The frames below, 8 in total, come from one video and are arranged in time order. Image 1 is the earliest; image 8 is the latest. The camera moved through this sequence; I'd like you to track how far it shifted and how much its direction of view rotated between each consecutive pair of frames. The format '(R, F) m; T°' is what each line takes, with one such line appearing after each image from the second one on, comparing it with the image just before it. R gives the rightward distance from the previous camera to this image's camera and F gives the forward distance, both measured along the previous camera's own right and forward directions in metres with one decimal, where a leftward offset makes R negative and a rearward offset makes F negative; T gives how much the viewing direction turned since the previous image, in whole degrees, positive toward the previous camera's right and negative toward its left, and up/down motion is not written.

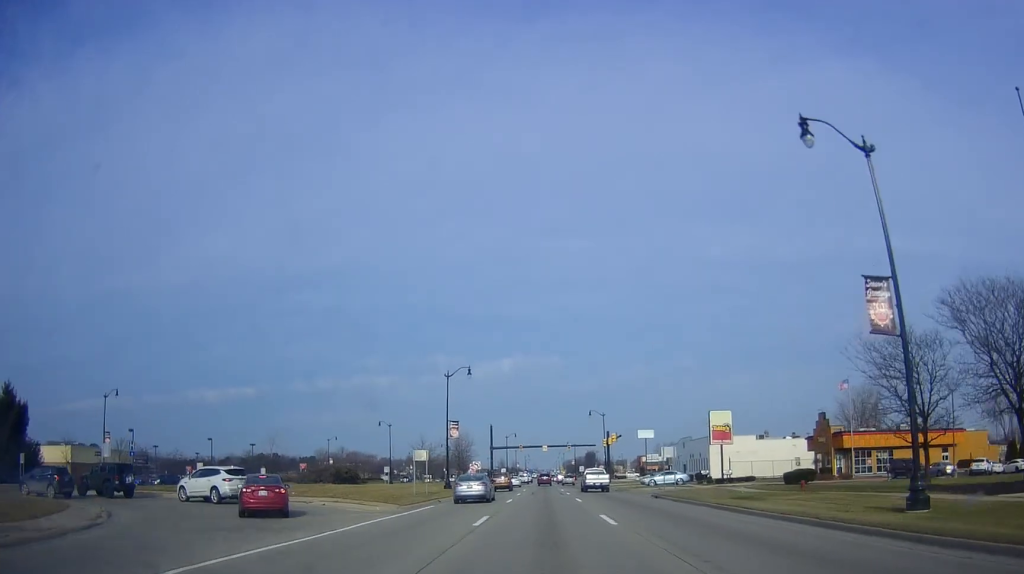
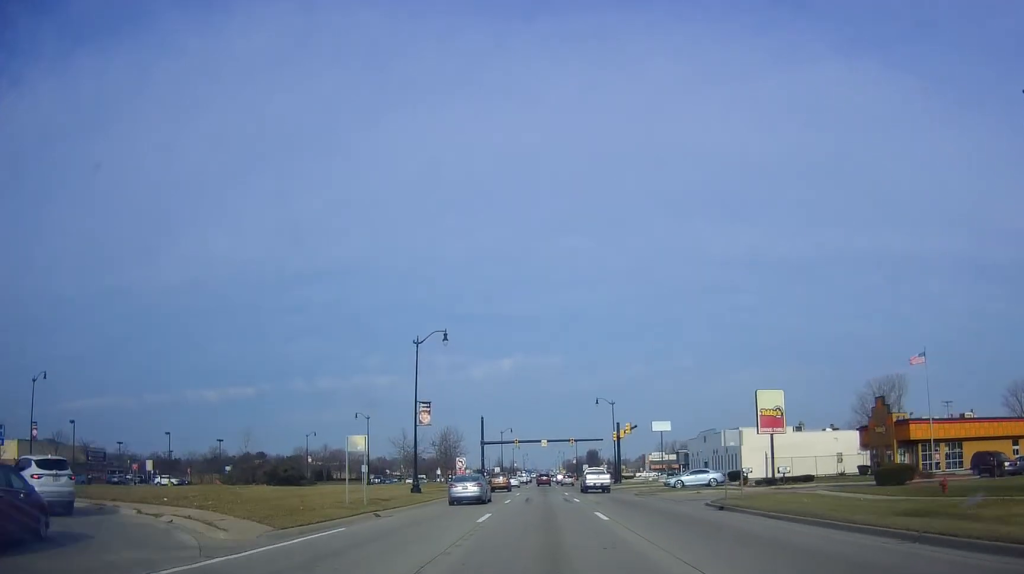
(+0.1, +14.0) m; 0°
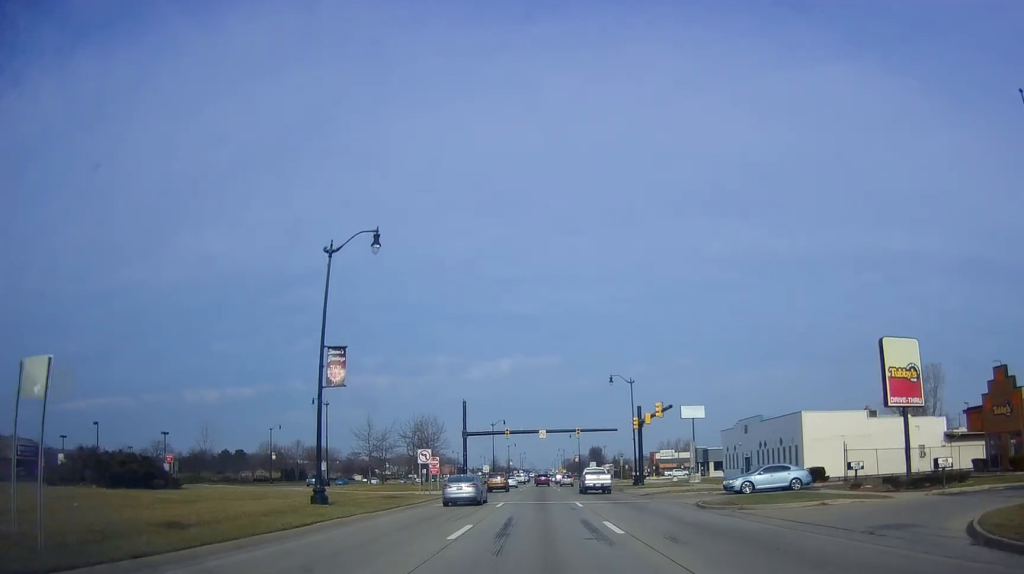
(+0.2, +18.9) m; 0°
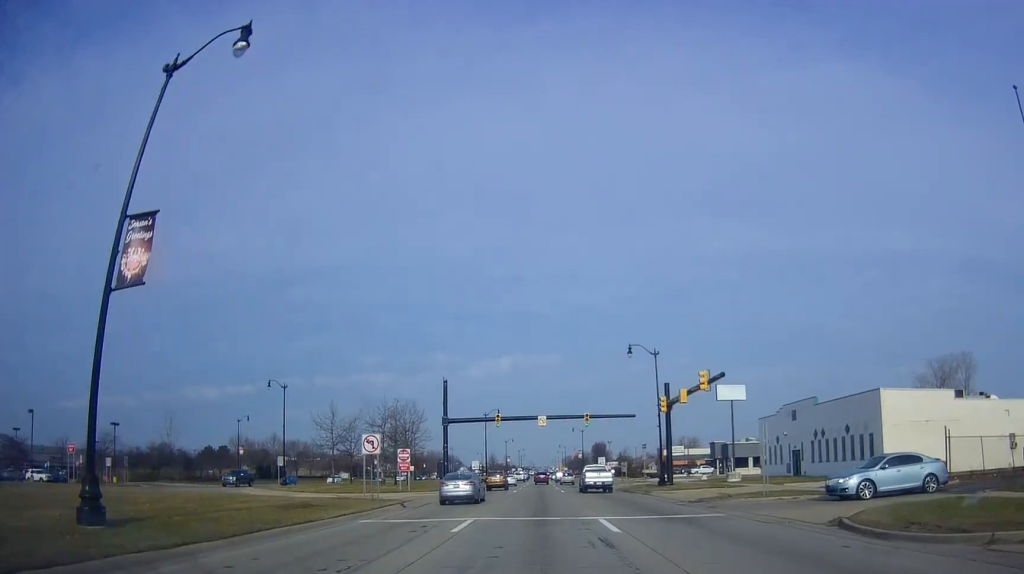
(+0.2, +13.9) m; -2°
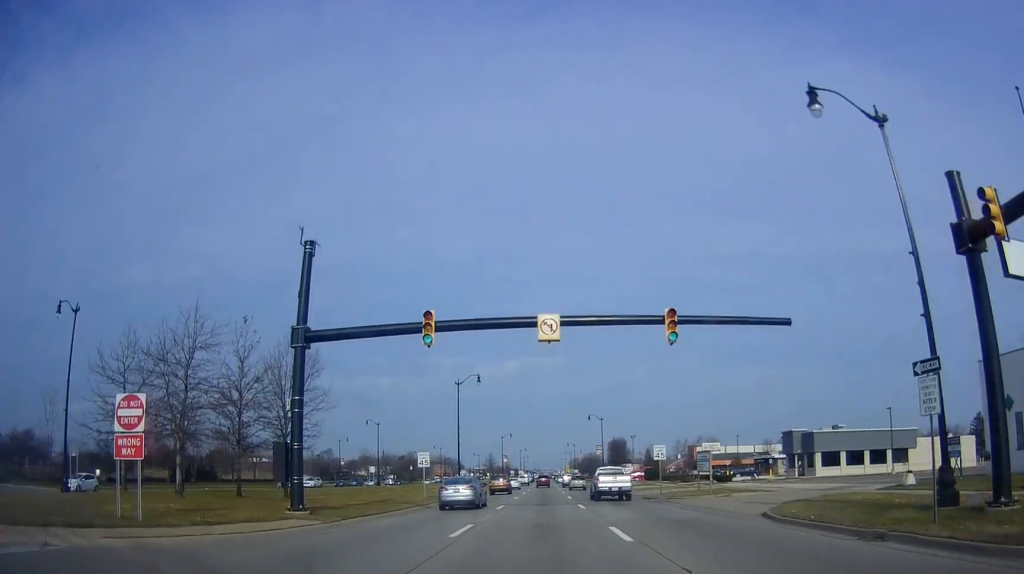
(-0.2, +35.4) m; +2°
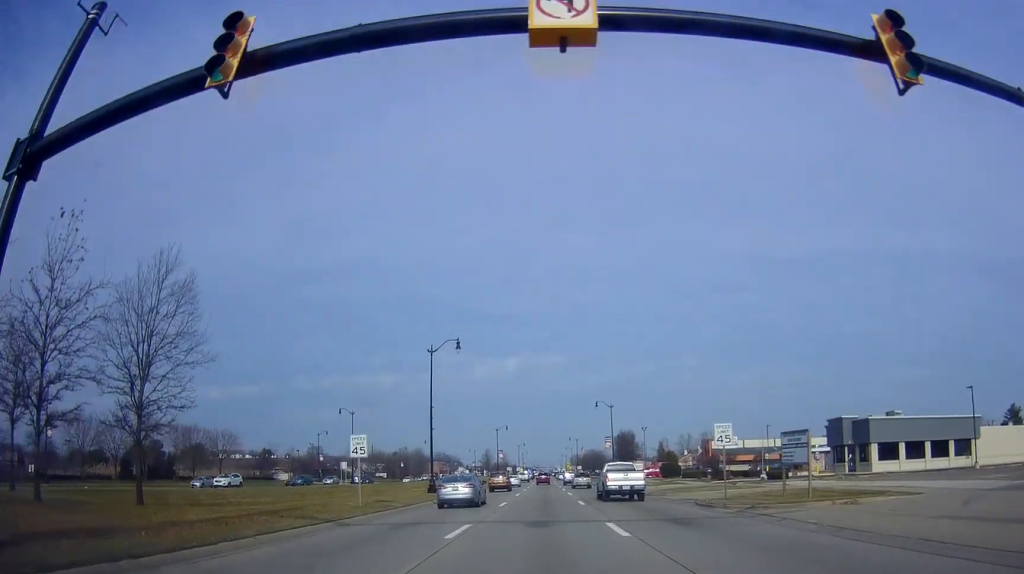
(+0.2, +14.6) m; 0°
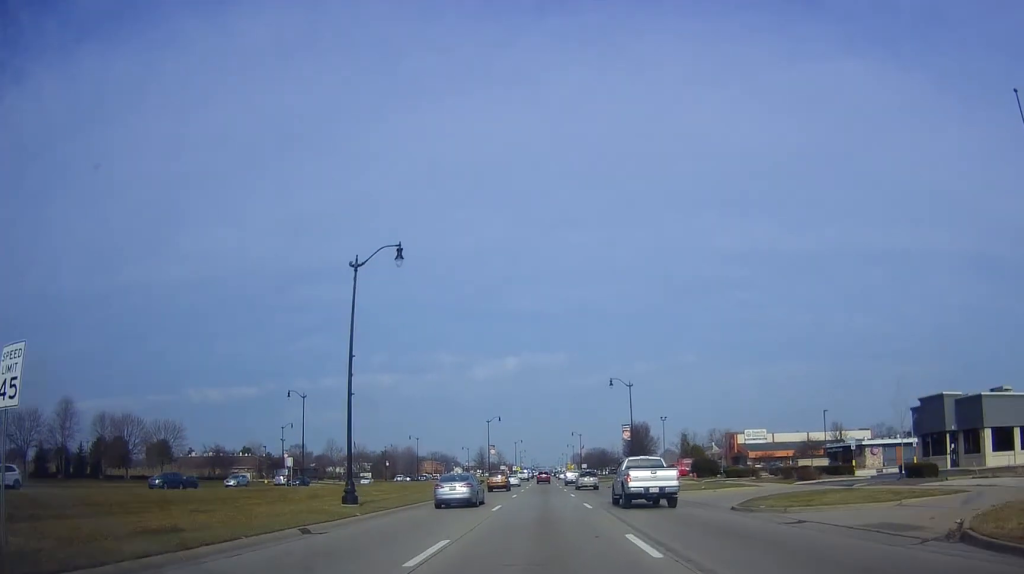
(-0.2, +19.5) m; -1°
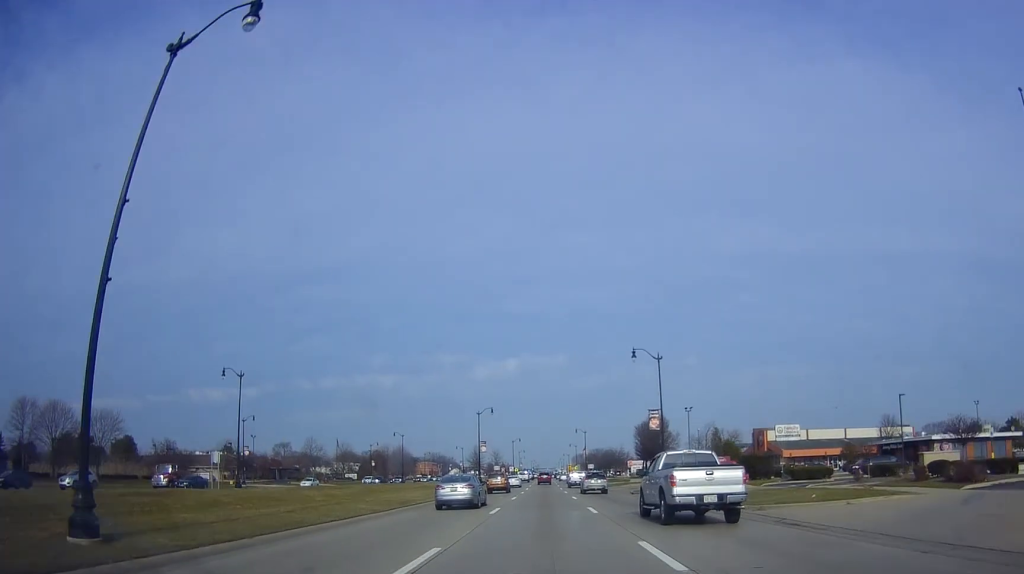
(-0.4, +16.7) m; 0°
